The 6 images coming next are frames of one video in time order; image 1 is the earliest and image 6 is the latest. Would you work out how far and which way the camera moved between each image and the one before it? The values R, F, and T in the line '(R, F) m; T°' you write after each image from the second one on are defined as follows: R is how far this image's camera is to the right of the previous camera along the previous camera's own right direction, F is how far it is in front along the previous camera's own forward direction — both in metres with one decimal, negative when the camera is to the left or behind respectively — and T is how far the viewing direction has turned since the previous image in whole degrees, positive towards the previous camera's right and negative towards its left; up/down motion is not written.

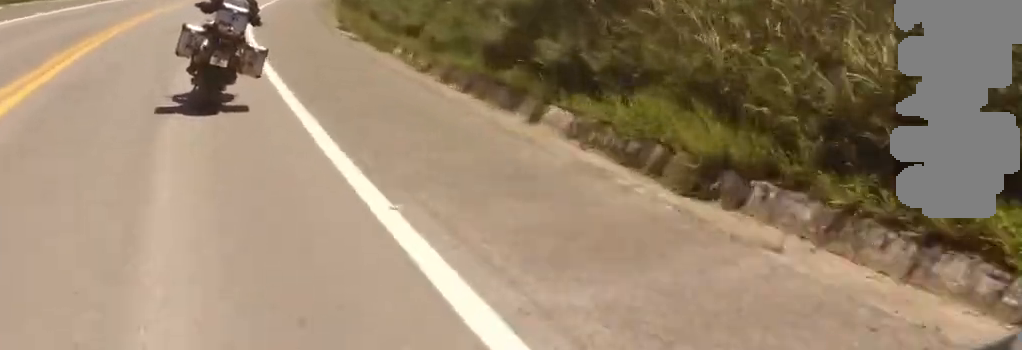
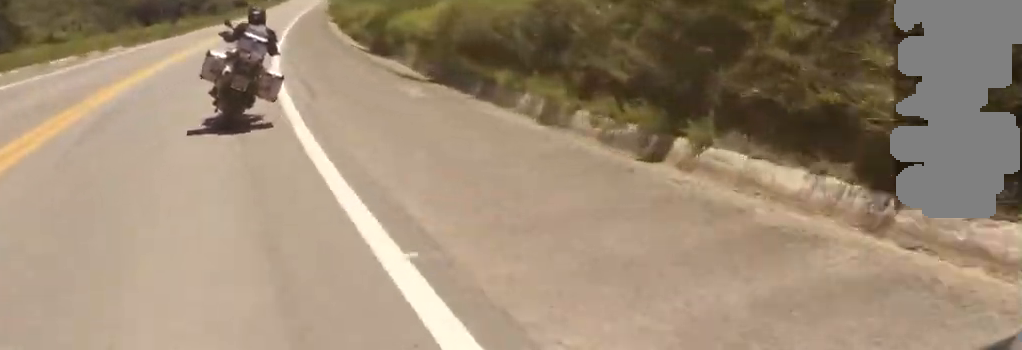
(+4.6, +45.3) m; +12°
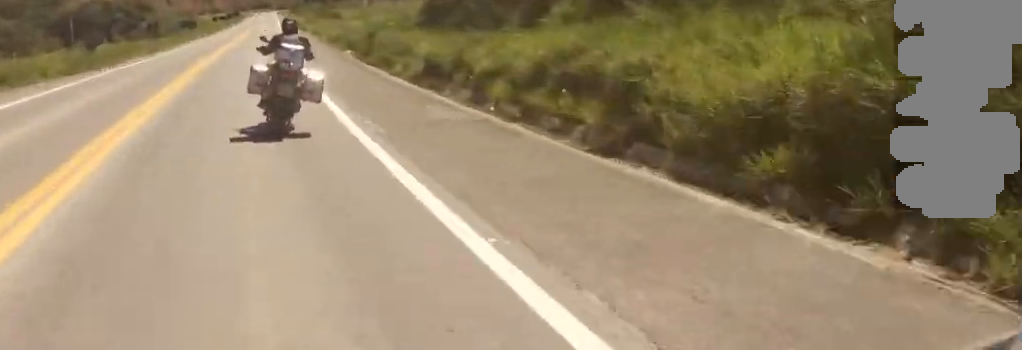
(+0.2, +21.6) m; +6°
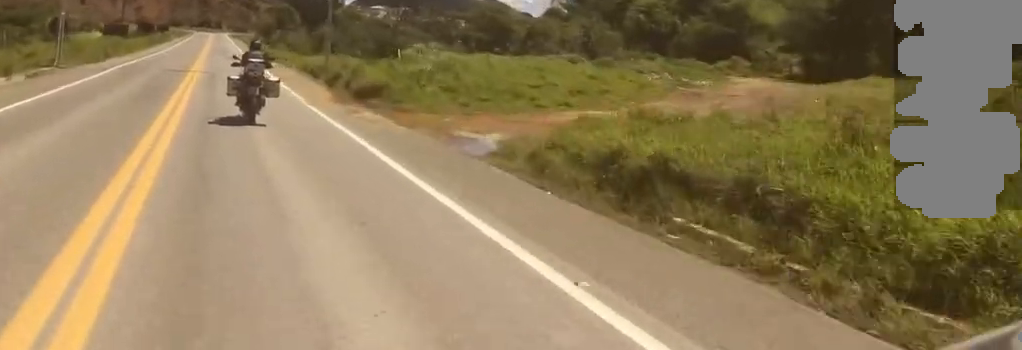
(+20.8, +89.4) m; +15°
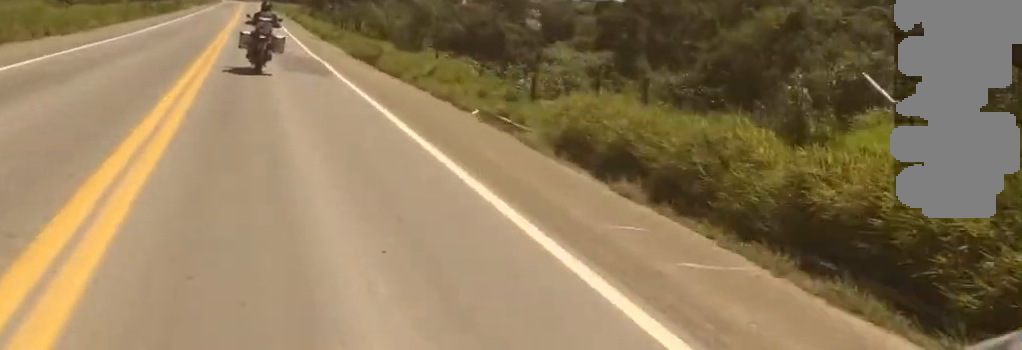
(-1.7, +34.1) m; -4°
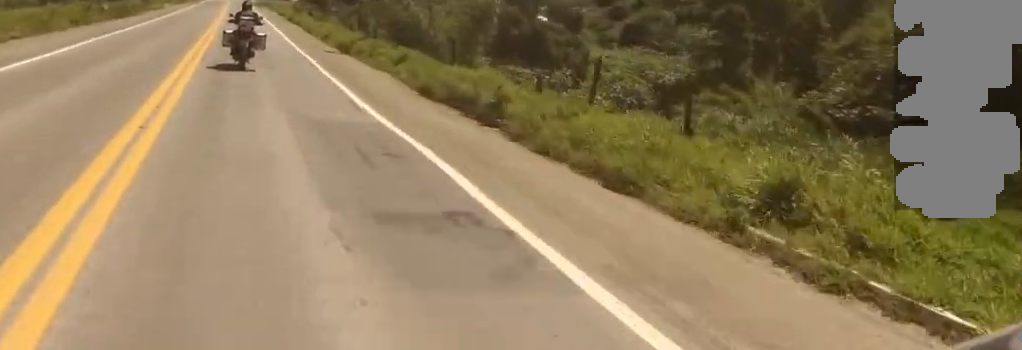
(-0.2, +14.9) m; -1°
